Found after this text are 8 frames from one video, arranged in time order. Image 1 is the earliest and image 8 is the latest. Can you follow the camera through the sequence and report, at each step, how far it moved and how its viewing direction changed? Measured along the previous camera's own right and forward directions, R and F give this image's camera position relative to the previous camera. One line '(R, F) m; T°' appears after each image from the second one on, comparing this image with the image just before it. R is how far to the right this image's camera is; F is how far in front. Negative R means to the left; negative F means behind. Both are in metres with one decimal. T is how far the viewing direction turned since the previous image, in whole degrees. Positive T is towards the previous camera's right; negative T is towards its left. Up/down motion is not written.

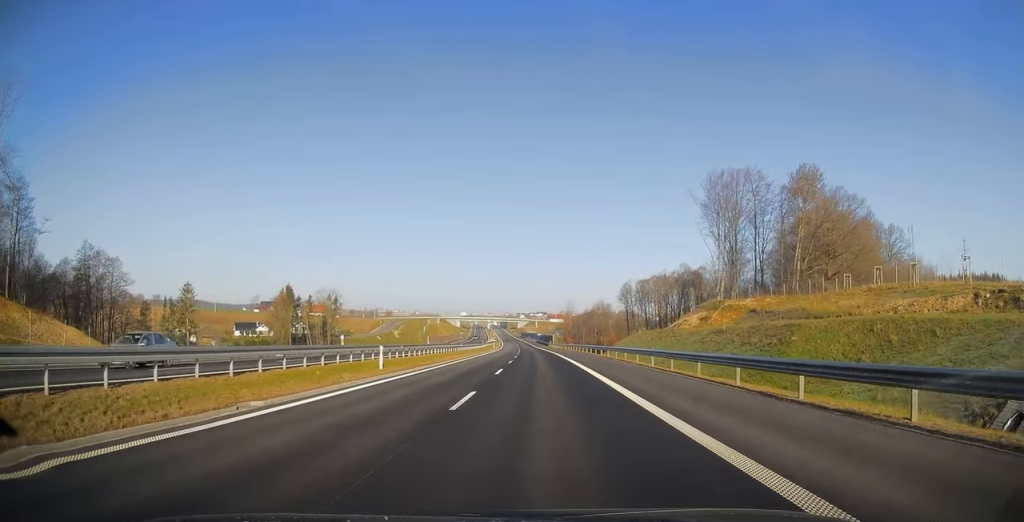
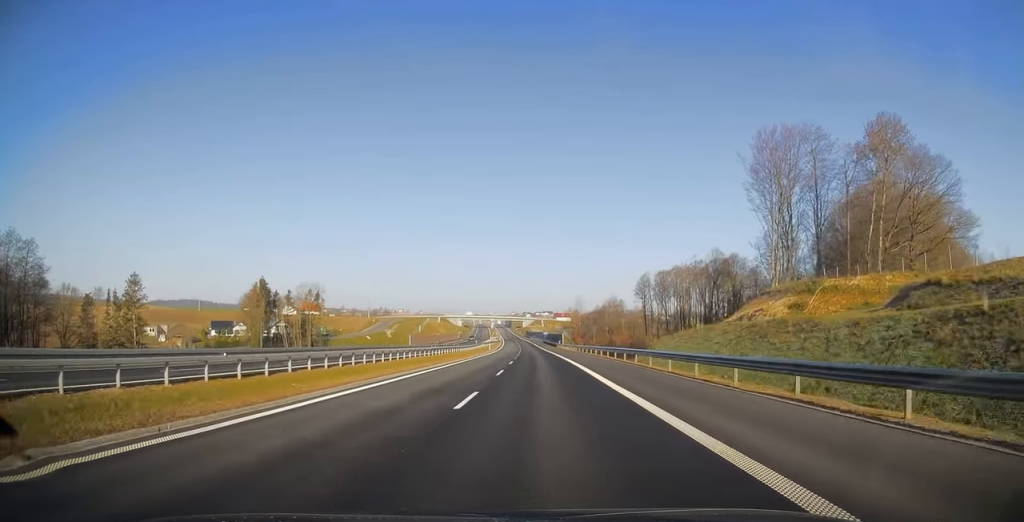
(-0.4, +23.7) m; -1°
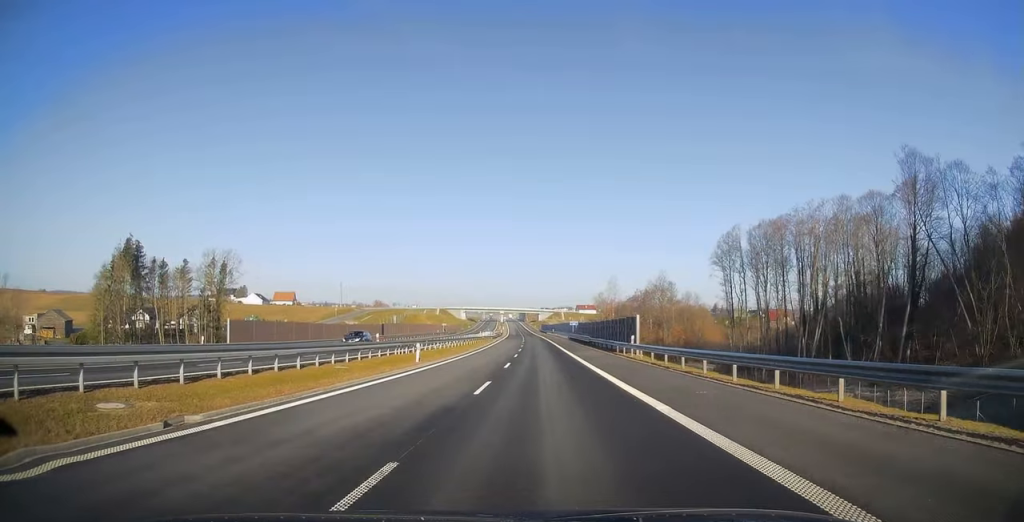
(-1.4, +69.6) m; -3°
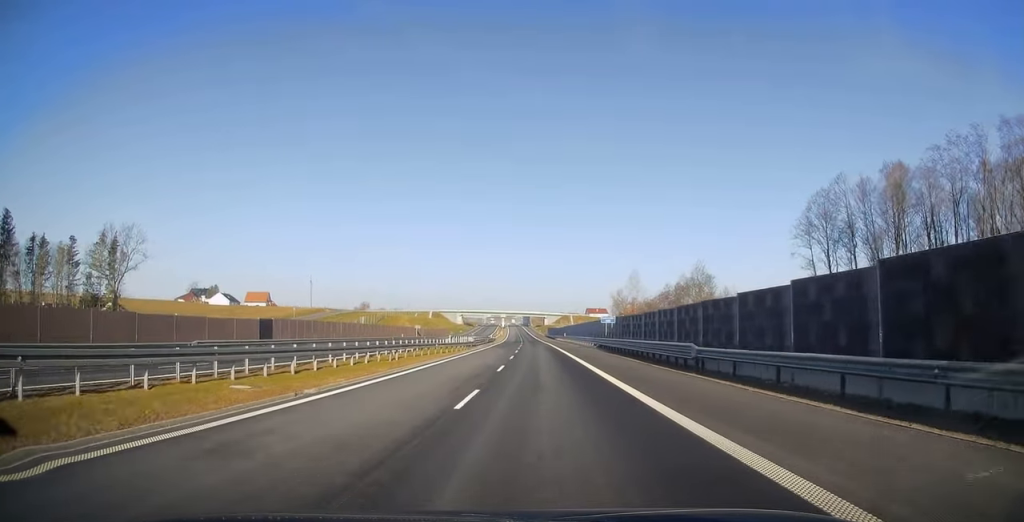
(-0.3, +39.0) m; 0°
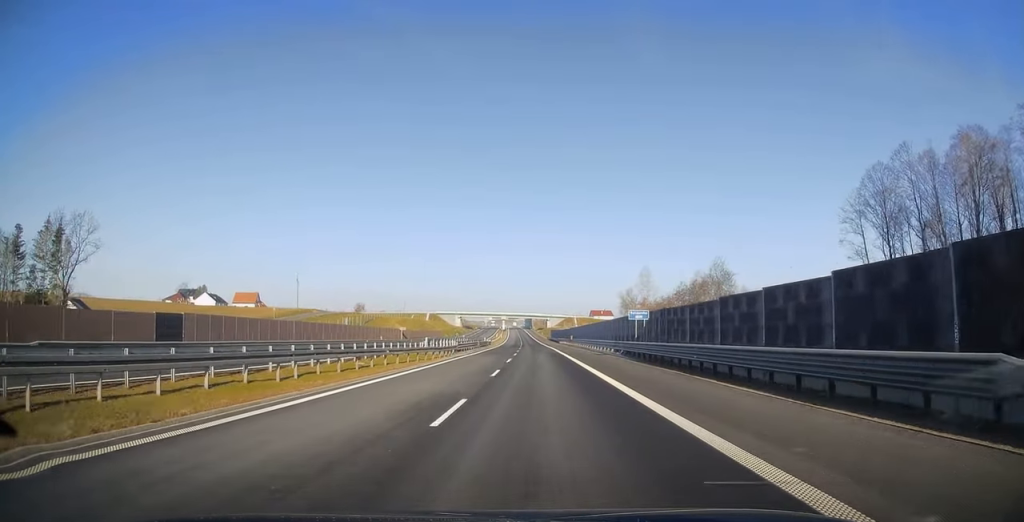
(0.0, +14.2) m; 0°
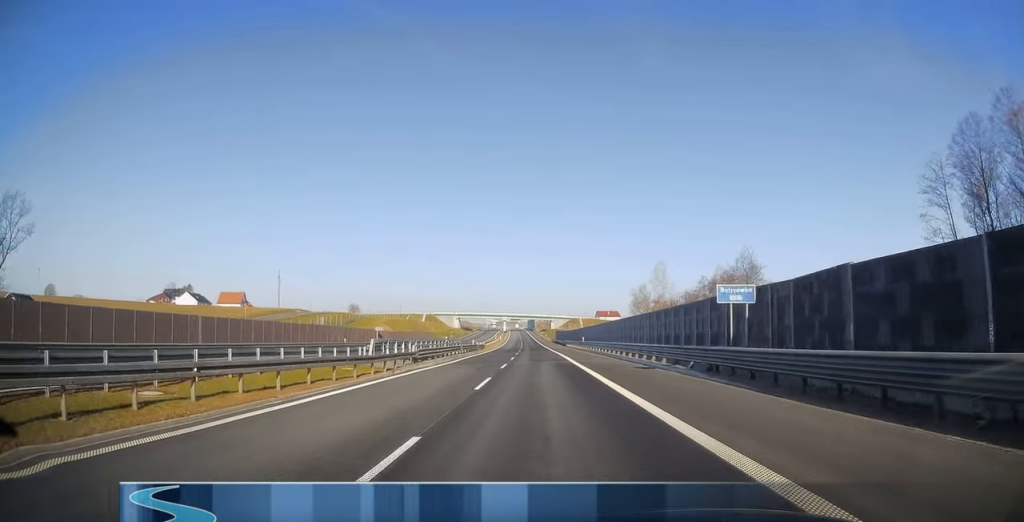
(0.0, +16.8) m; 0°
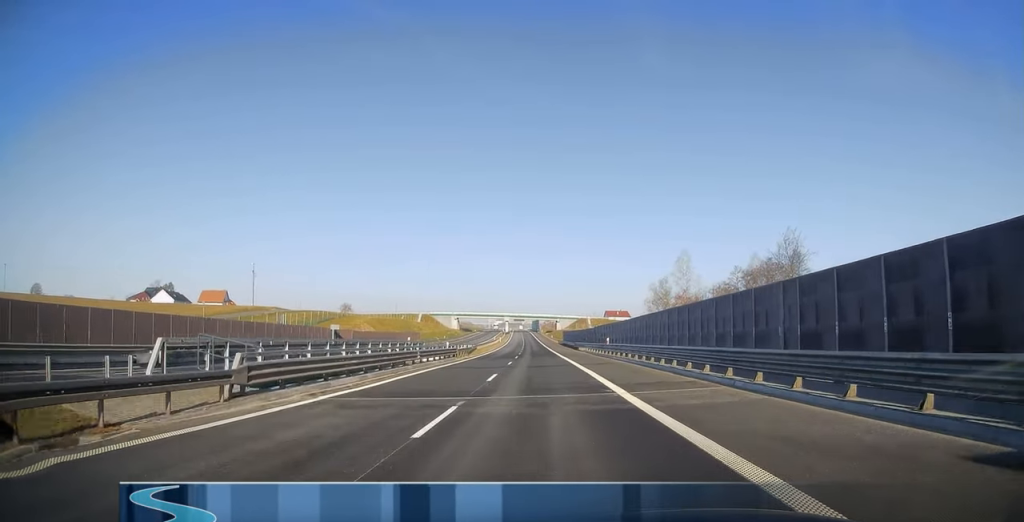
(0.0, +20.0) m; 0°
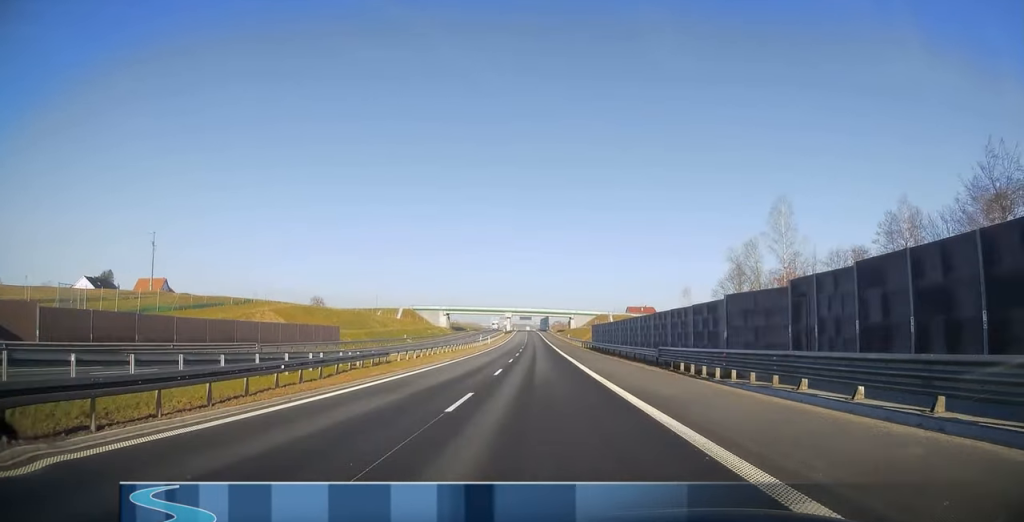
(0.0, +49.9) m; 0°
